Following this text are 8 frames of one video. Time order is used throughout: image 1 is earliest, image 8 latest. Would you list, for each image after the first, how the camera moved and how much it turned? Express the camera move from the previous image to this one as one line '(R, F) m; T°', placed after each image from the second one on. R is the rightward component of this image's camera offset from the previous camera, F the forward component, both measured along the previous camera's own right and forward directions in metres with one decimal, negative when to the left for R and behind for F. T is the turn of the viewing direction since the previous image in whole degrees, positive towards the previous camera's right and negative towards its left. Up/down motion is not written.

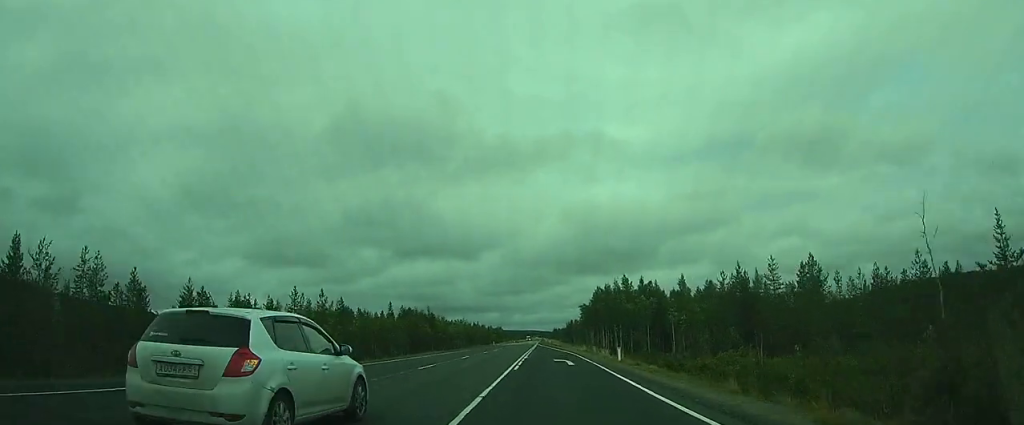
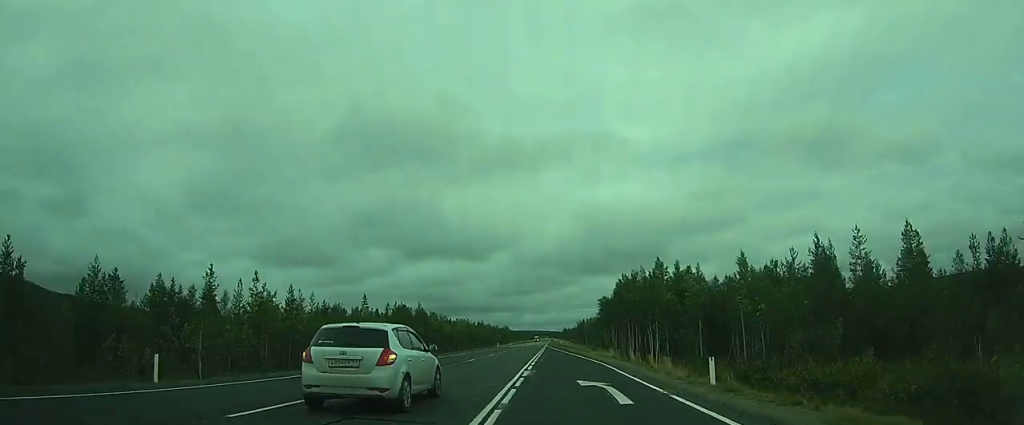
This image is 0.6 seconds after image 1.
(0.0, +13.4) m; 0°
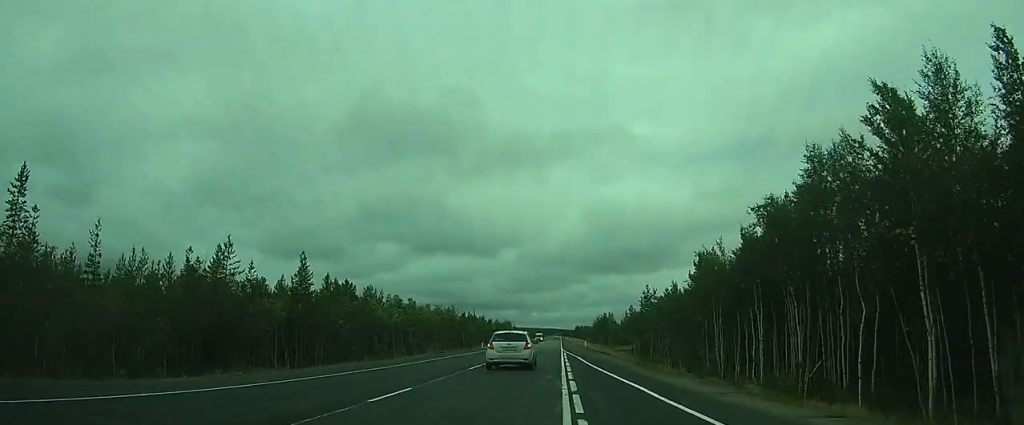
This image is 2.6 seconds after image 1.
(0.0, +38.4) m; 0°
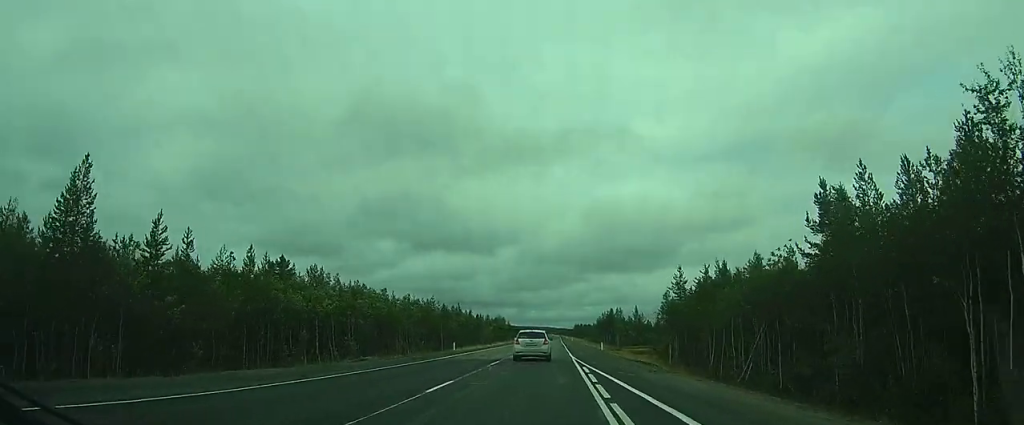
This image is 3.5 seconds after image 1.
(-0.1, +20.4) m; -1°
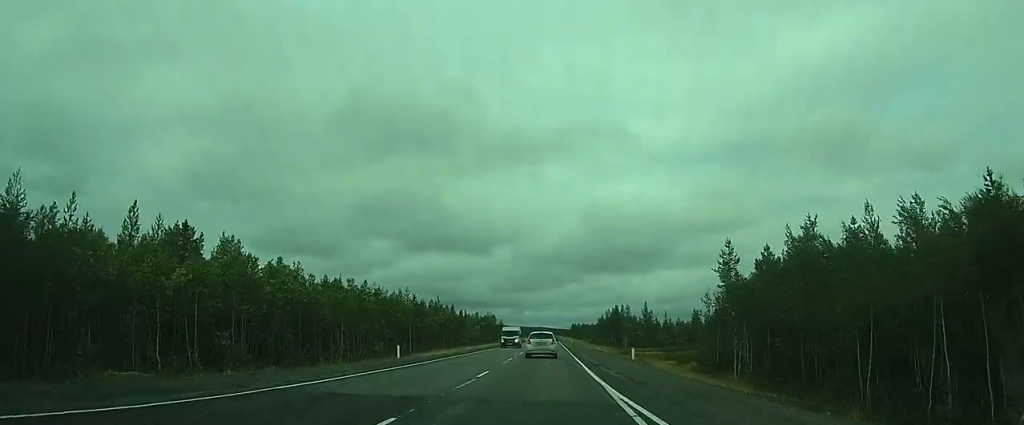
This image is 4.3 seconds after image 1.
(-0.1, +20.1) m; 0°
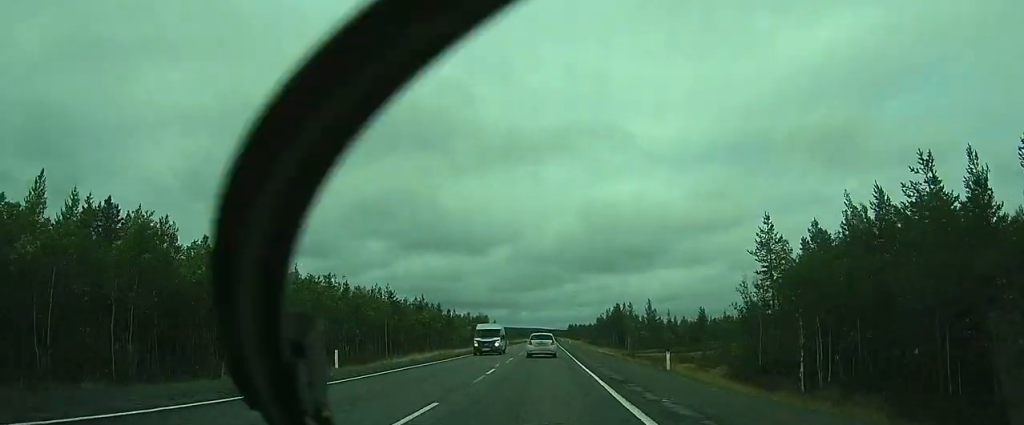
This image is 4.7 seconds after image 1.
(0.0, +10.4) m; 0°
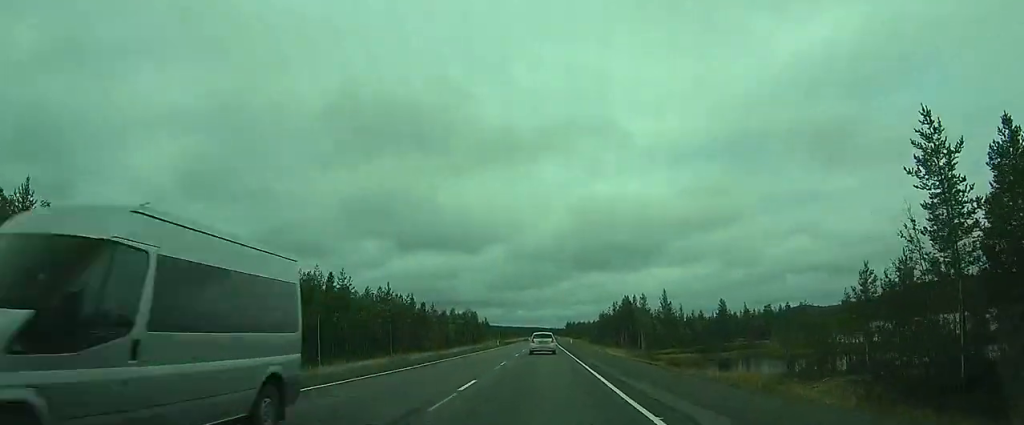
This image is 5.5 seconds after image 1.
(0.0, +21.4) m; 0°
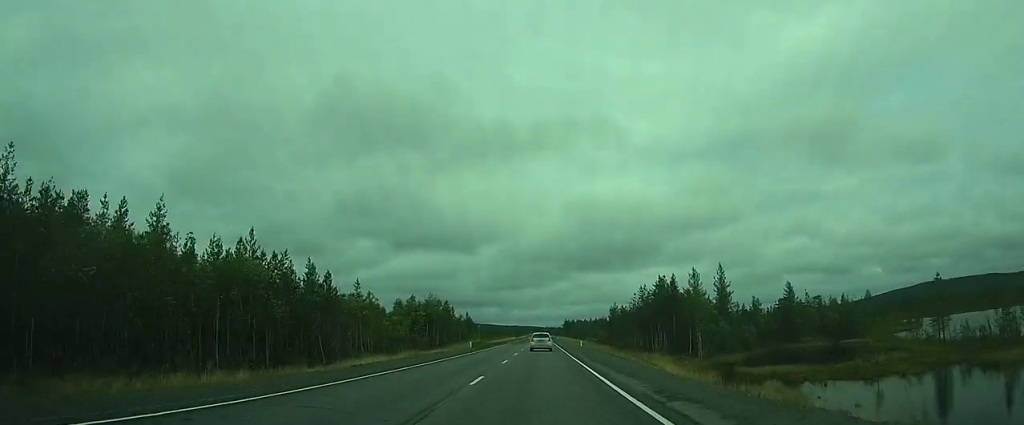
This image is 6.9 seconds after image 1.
(+0.2, +39.9) m; +1°
